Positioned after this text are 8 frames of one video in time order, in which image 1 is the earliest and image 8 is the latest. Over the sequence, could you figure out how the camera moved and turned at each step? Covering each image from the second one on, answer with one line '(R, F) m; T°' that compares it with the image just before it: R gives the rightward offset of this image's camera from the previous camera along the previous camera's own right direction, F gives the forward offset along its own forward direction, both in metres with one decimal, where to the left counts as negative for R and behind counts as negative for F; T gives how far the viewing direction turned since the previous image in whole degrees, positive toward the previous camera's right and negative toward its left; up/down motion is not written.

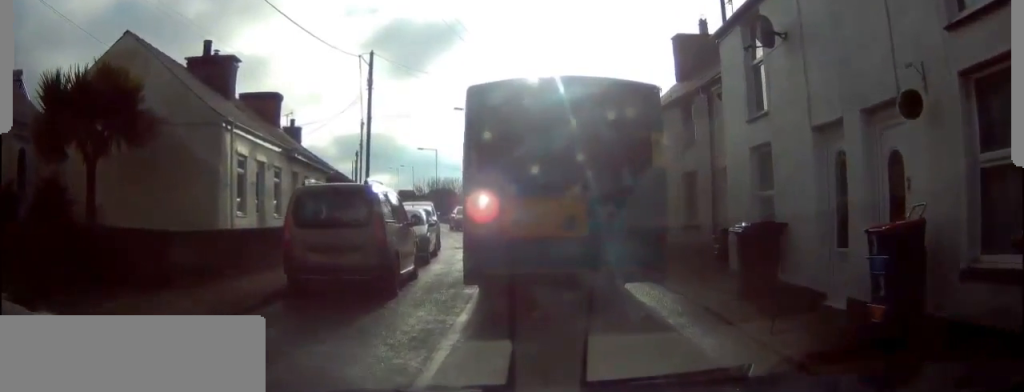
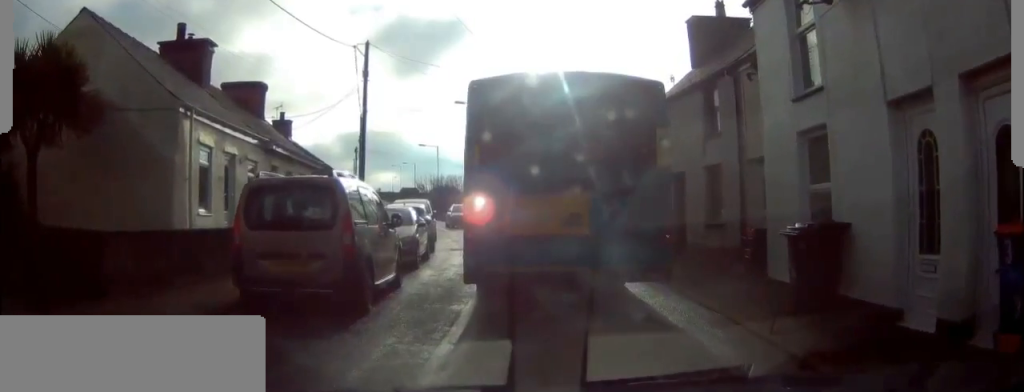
(0.0, +1.7) m; -1°
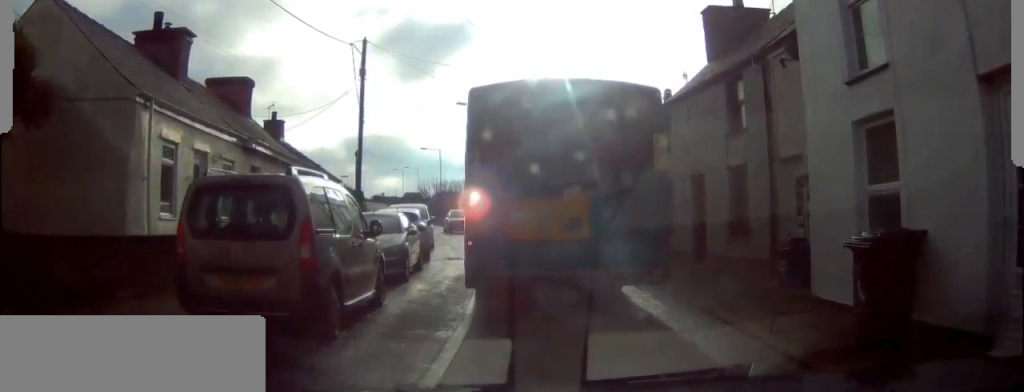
(0.0, +1.8) m; 0°
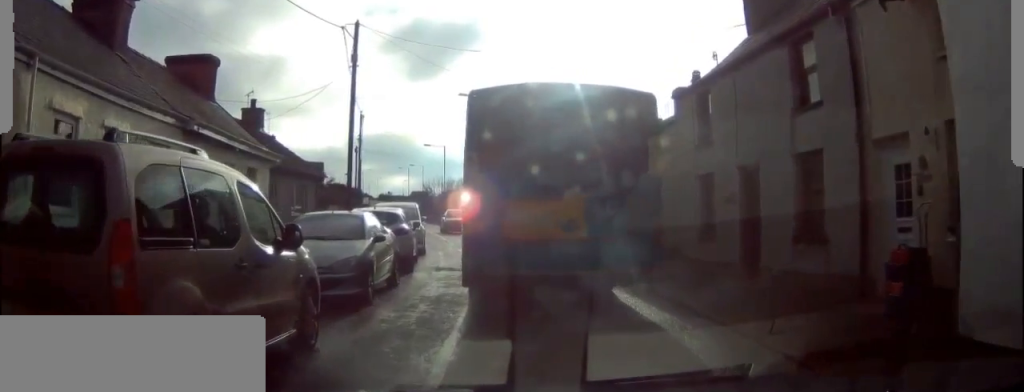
(0.0, +3.4) m; 0°
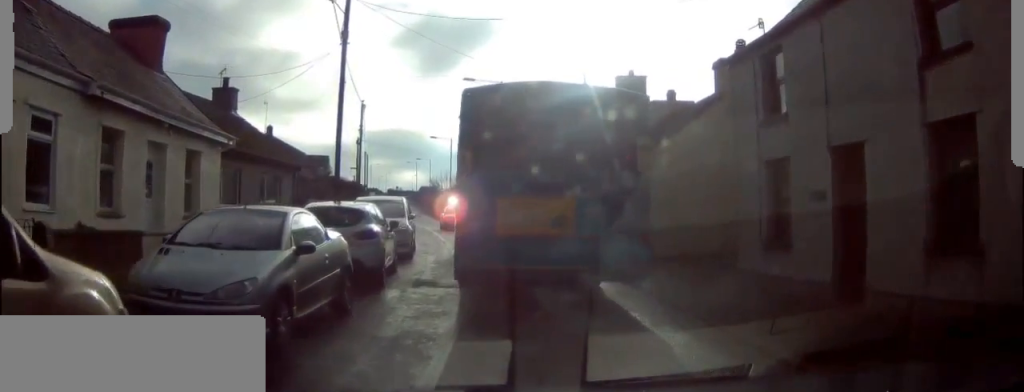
(0.0, +3.8) m; 0°
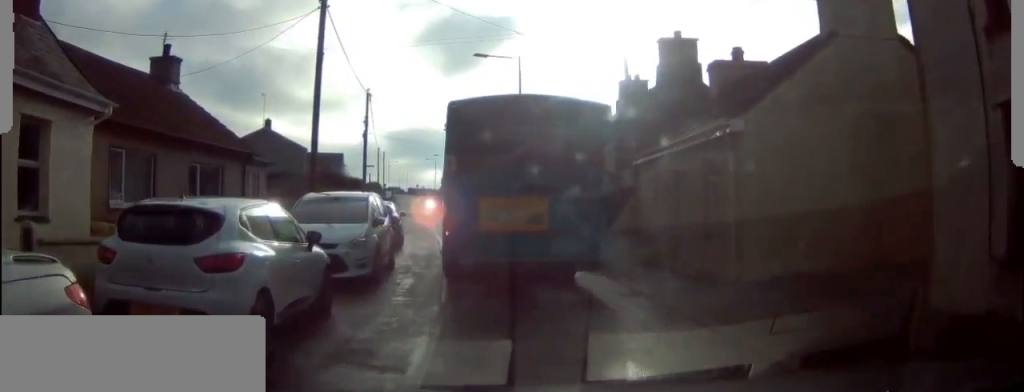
(0.0, +6.7) m; 0°
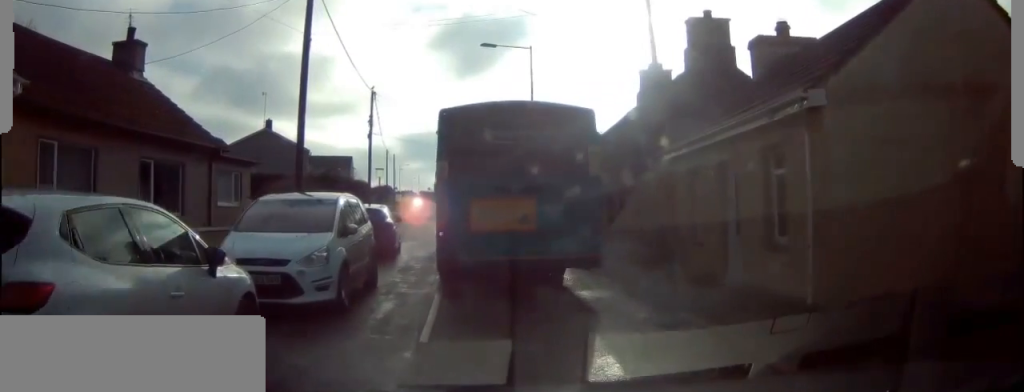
(0.0, +3.1) m; 0°
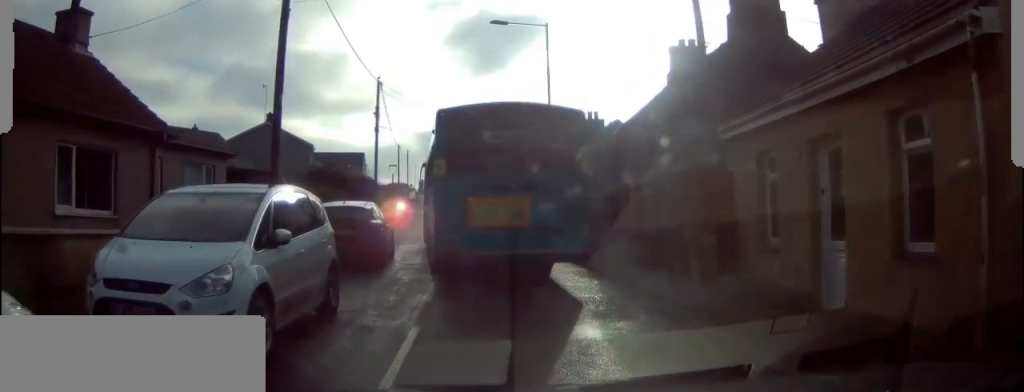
(0.0, +3.7) m; -1°
